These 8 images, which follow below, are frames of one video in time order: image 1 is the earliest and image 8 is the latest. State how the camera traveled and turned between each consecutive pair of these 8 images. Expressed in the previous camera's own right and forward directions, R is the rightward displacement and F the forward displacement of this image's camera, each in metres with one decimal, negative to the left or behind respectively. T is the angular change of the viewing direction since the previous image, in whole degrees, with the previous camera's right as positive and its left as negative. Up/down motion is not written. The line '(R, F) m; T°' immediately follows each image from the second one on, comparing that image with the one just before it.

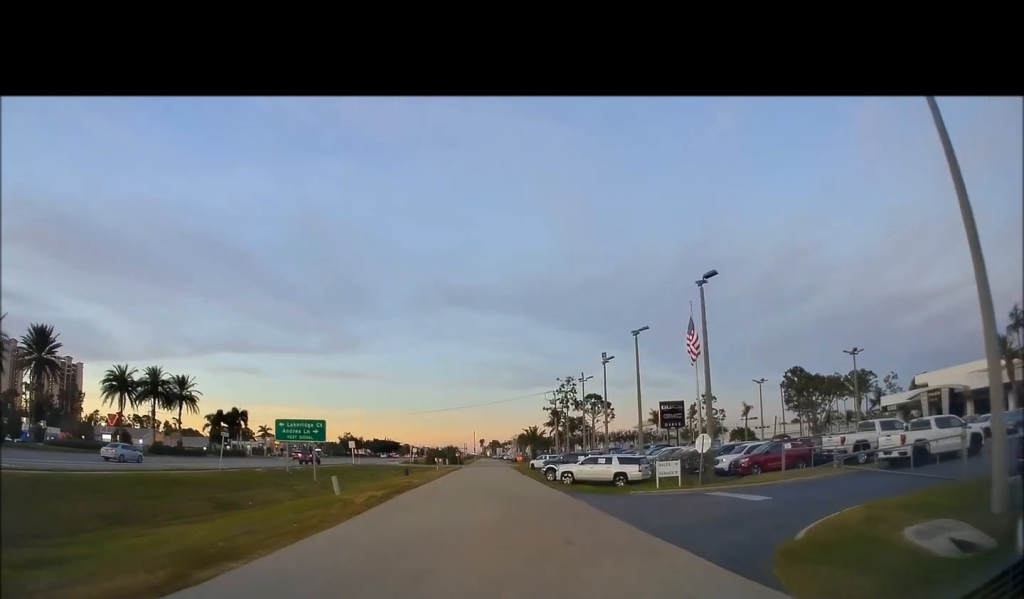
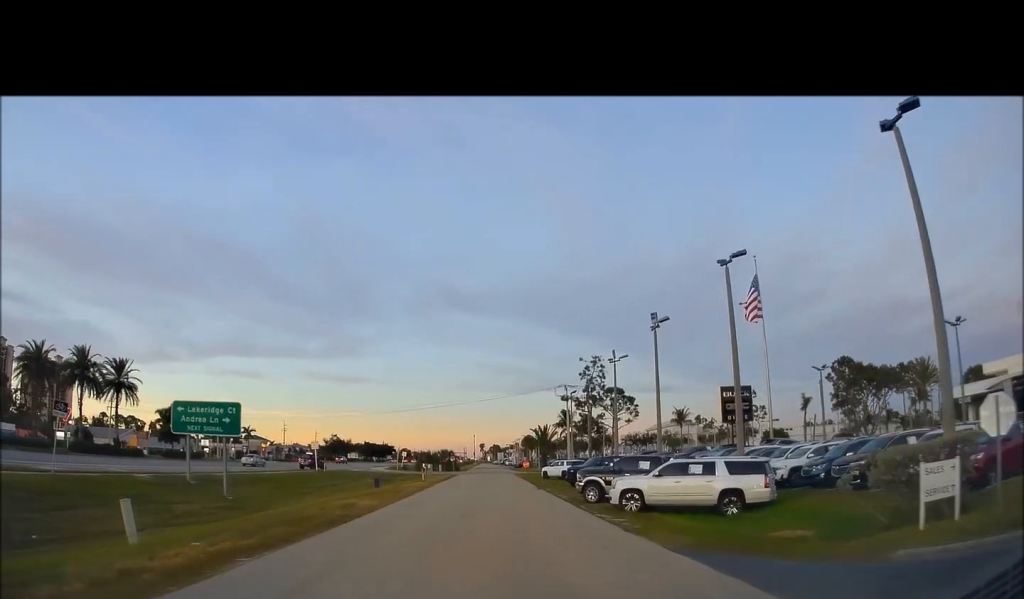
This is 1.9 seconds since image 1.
(0.0, +16.1) m; 0°
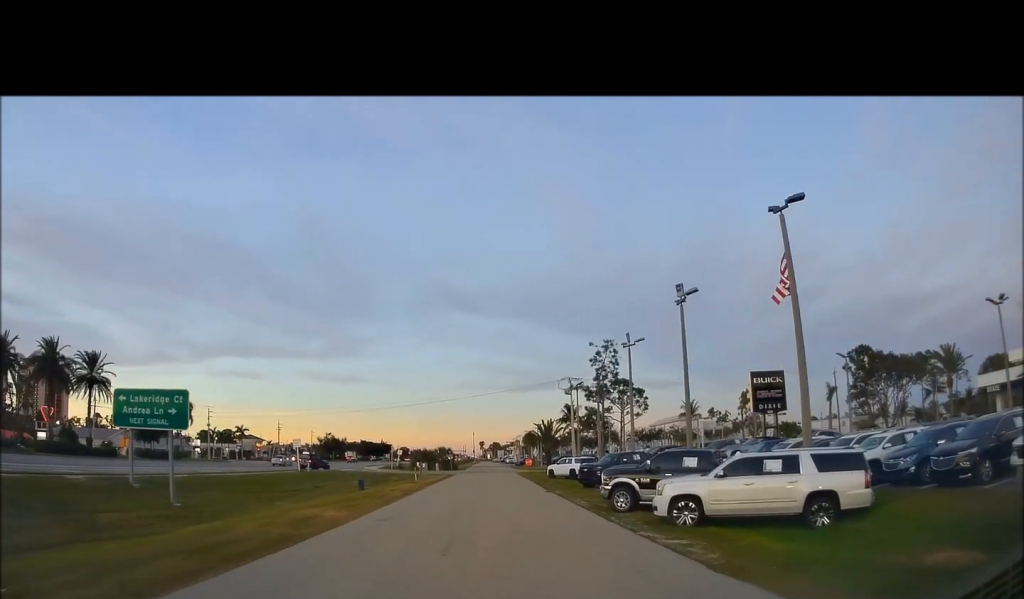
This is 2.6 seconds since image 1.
(0.0, +5.5) m; 0°
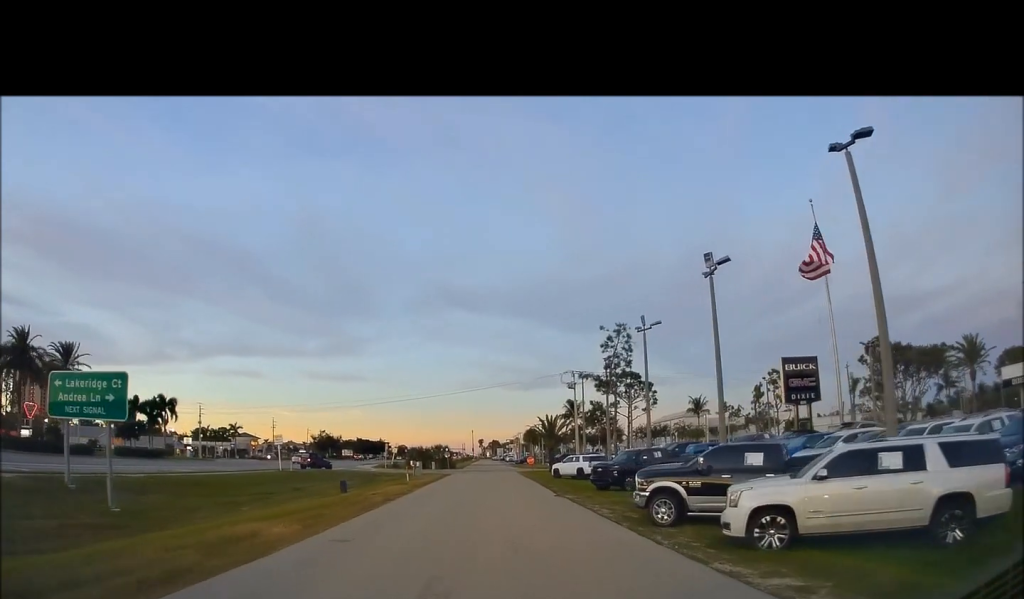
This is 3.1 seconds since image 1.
(0.0, +4.7) m; +2°
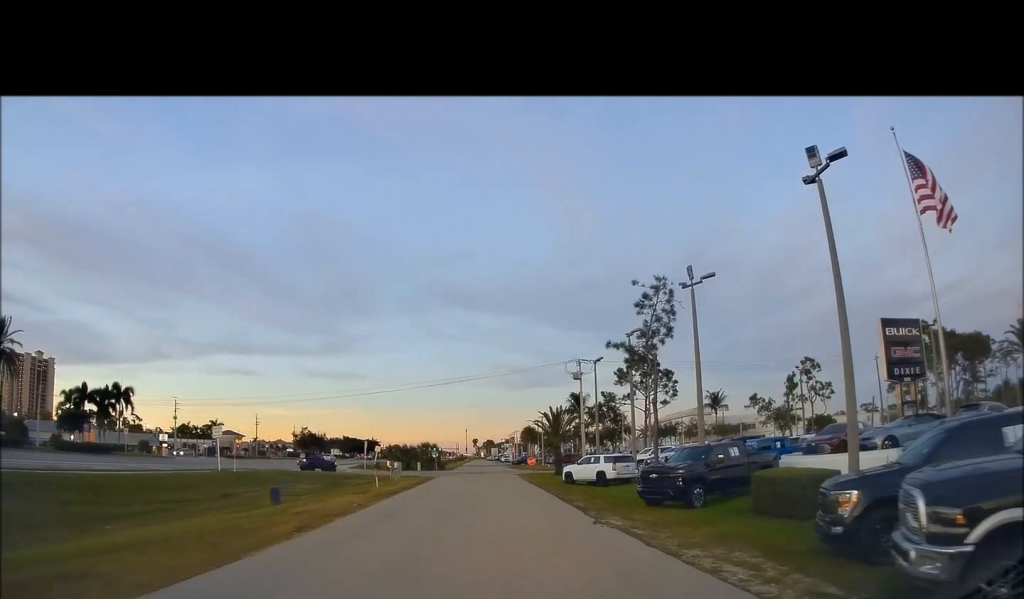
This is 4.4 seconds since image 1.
(+0.5, +10.5) m; +2°
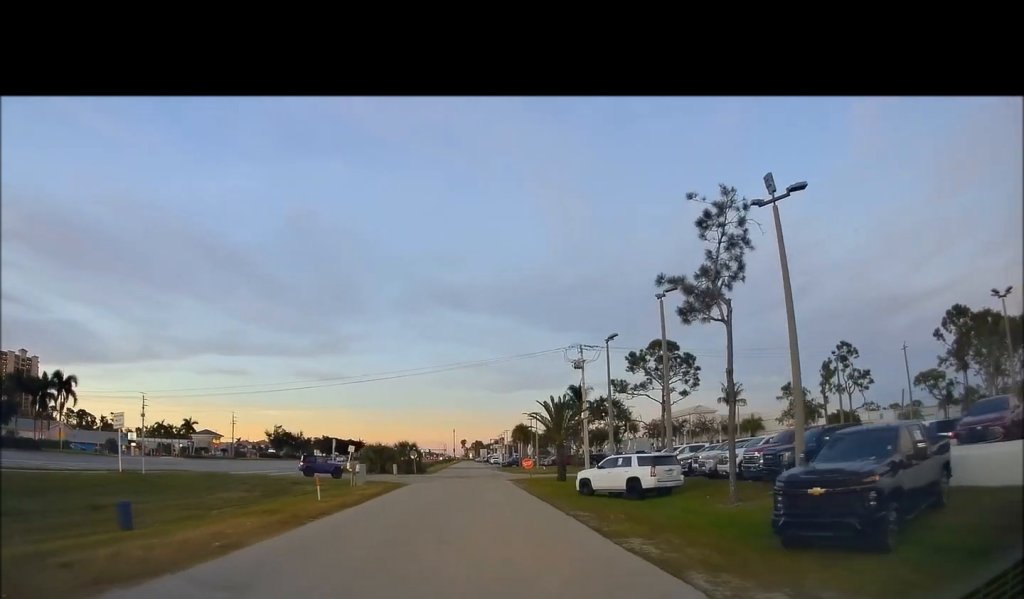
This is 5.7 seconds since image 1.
(-0.4, +10.2) m; -3°
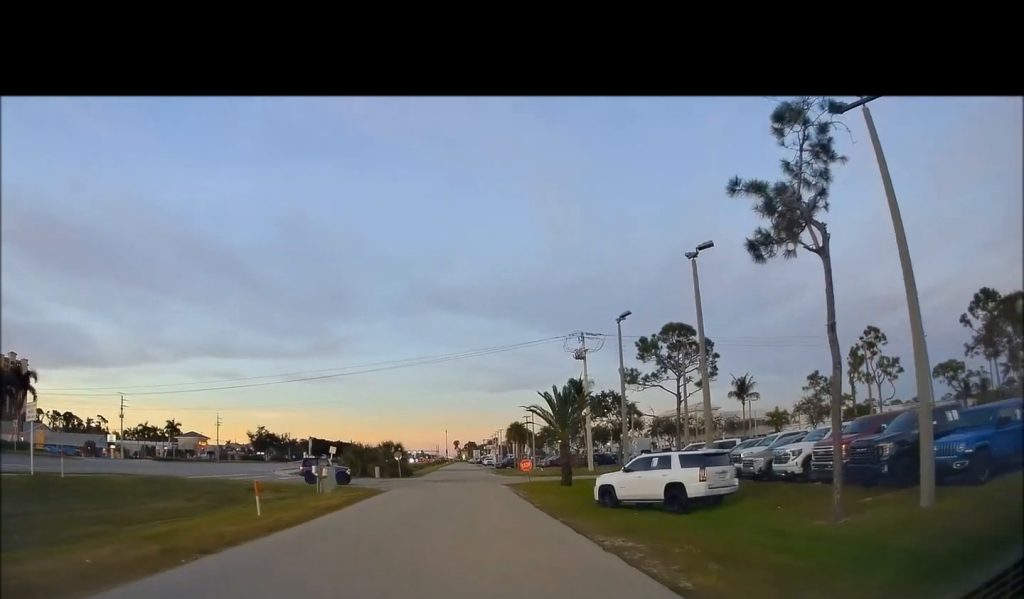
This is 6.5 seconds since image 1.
(0.0, +6.1) m; +3°
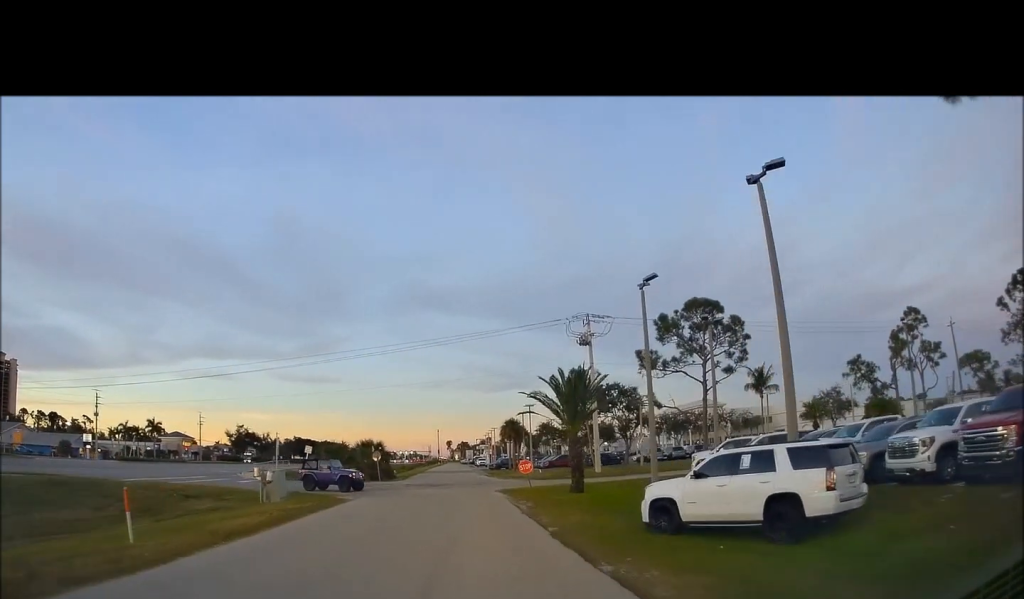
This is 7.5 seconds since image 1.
(+0.4, +7.2) m; +1°
